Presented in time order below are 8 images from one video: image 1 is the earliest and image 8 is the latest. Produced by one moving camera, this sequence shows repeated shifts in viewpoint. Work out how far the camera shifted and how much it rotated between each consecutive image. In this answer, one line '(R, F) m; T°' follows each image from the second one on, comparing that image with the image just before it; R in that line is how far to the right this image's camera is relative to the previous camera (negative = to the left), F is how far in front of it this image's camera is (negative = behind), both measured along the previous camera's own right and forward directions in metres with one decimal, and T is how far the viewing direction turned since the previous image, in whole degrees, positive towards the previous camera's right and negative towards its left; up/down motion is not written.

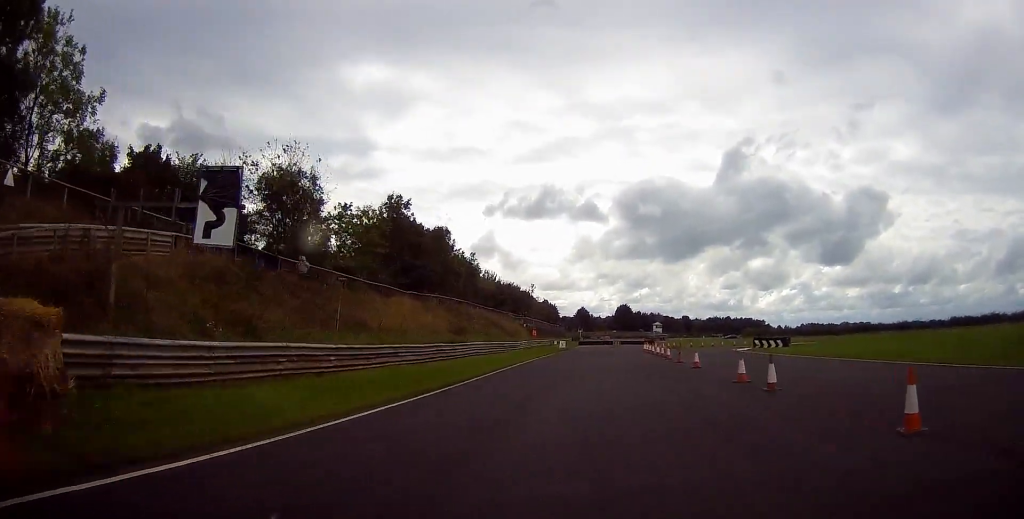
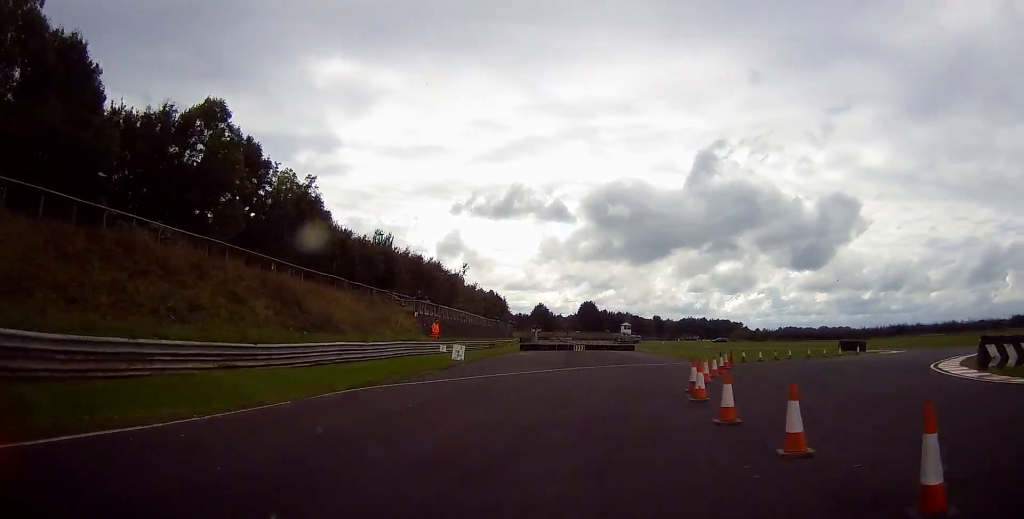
(0.0, +40.1) m; +3°
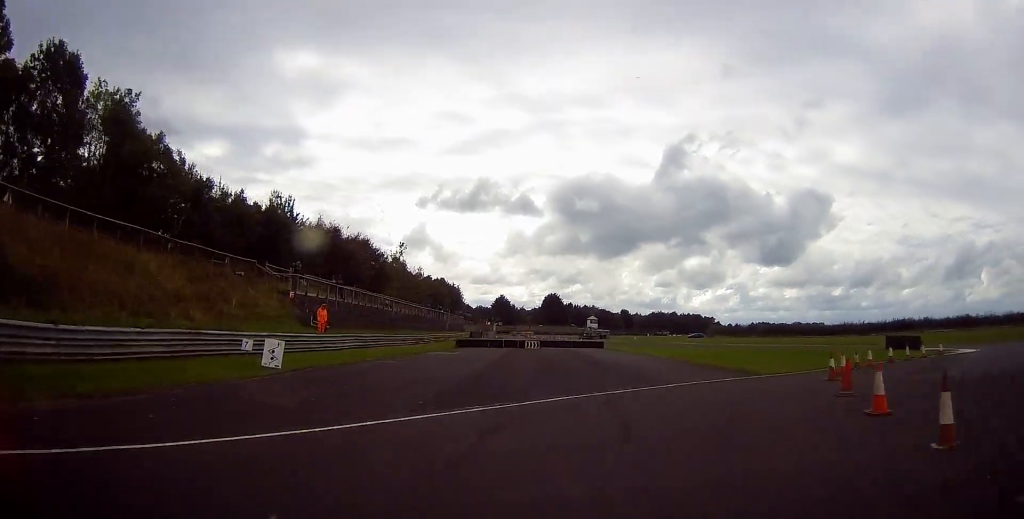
(+0.9, +16.4) m; +3°
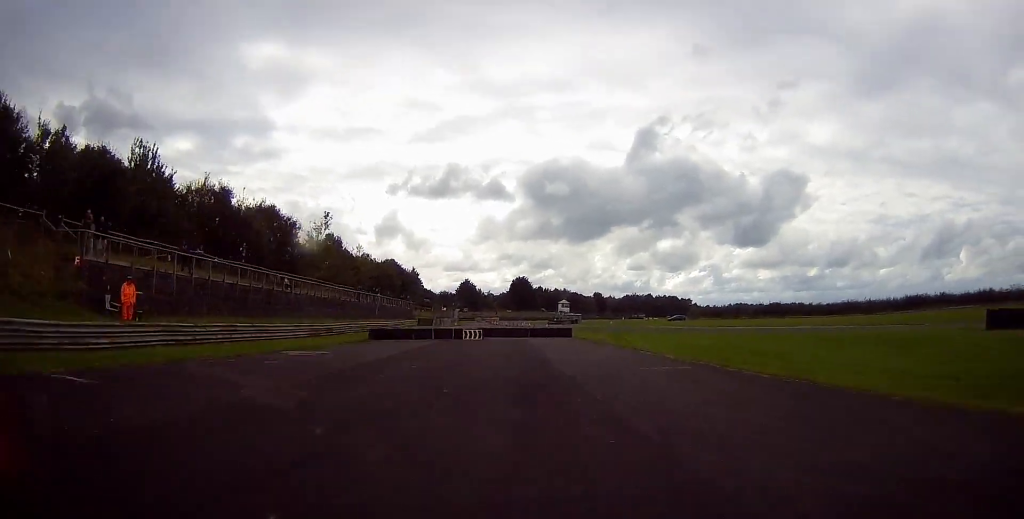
(+0.4, +15.7) m; +1°
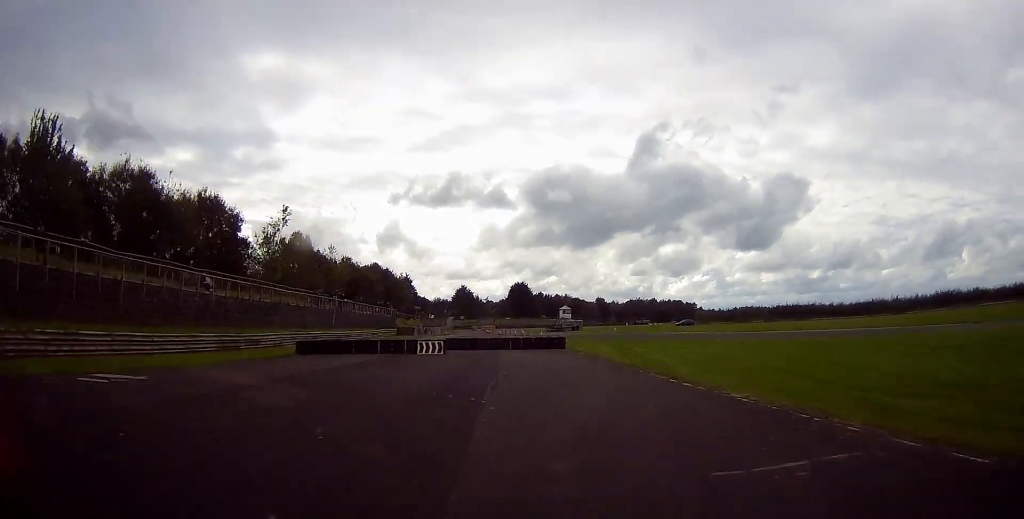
(+0.3, +11.4) m; -1°
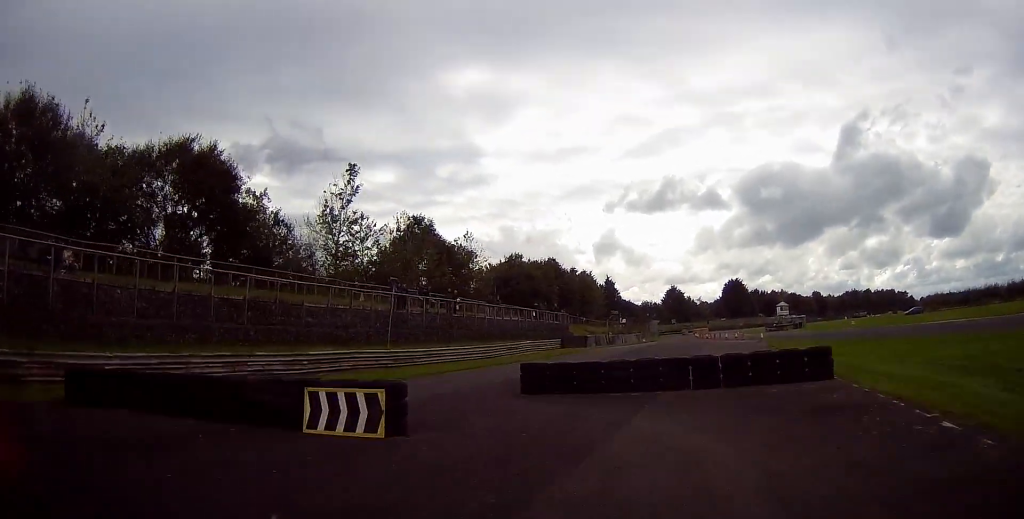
(-2.2, +26.2) m; -15°
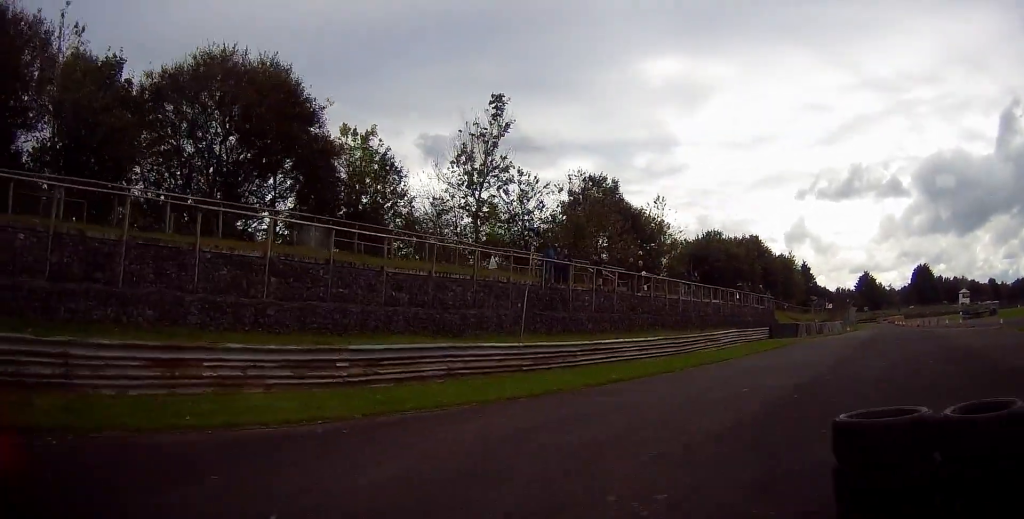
(-1.4, +11.8) m; -9°
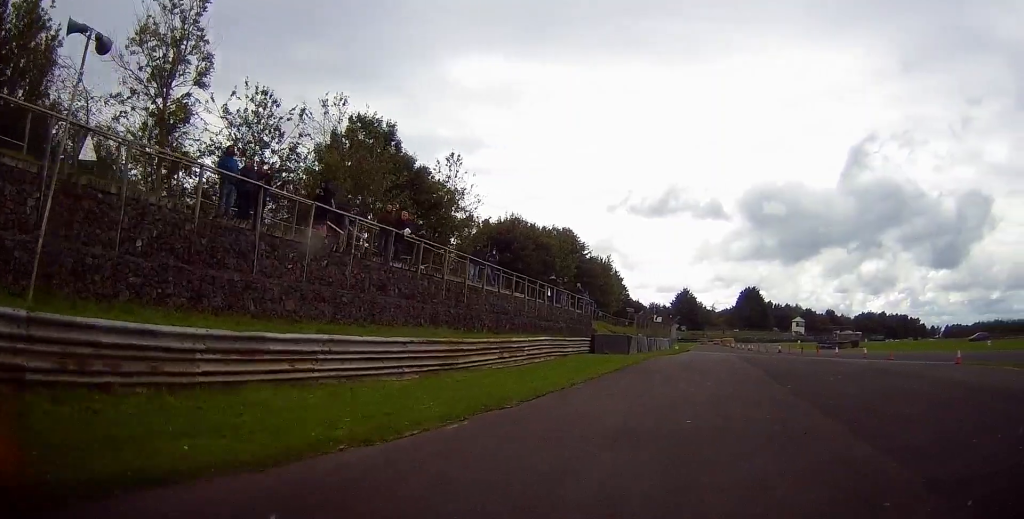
(-0.8, +12.6) m; +5°
